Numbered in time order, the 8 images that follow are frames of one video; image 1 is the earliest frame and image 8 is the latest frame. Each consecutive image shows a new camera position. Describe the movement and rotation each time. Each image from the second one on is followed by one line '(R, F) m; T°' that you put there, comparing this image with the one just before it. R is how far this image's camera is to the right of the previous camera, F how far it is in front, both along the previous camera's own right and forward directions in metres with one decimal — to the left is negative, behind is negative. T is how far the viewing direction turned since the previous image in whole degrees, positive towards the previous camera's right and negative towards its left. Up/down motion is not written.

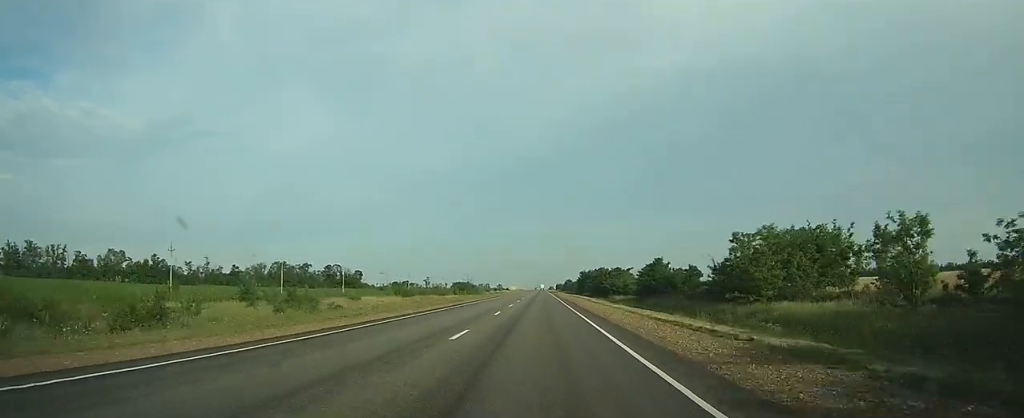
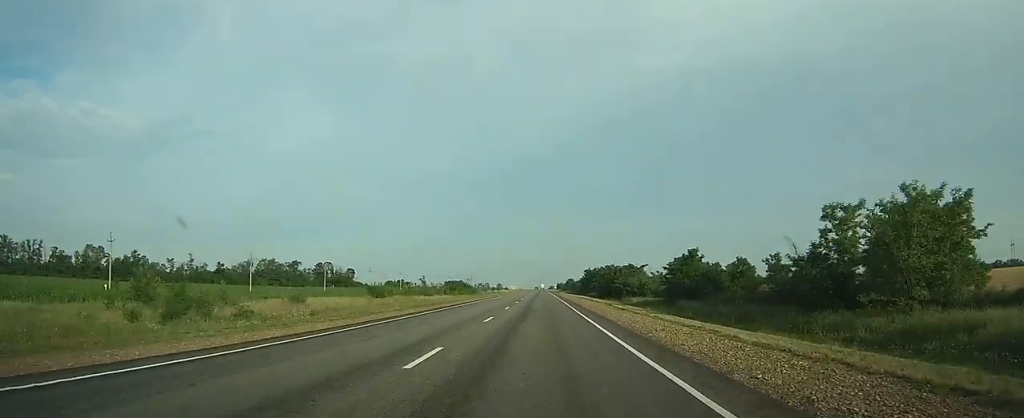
(0.0, +15.9) m; 0°
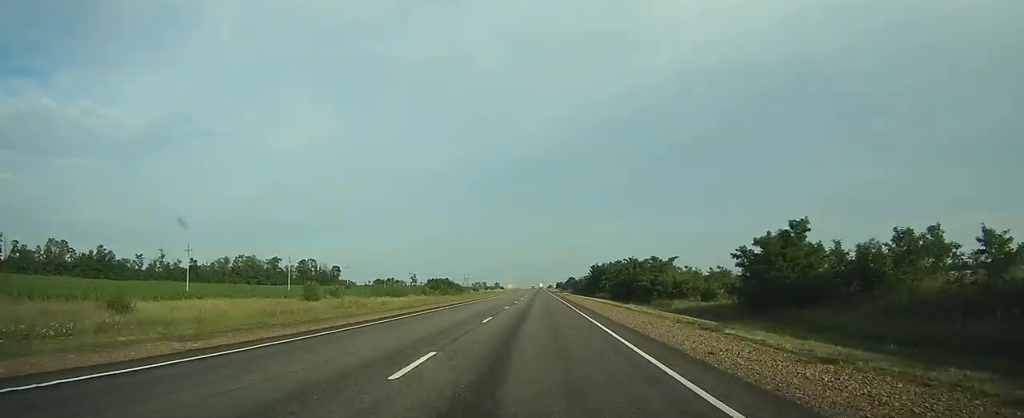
(0.0, +23.4) m; 0°
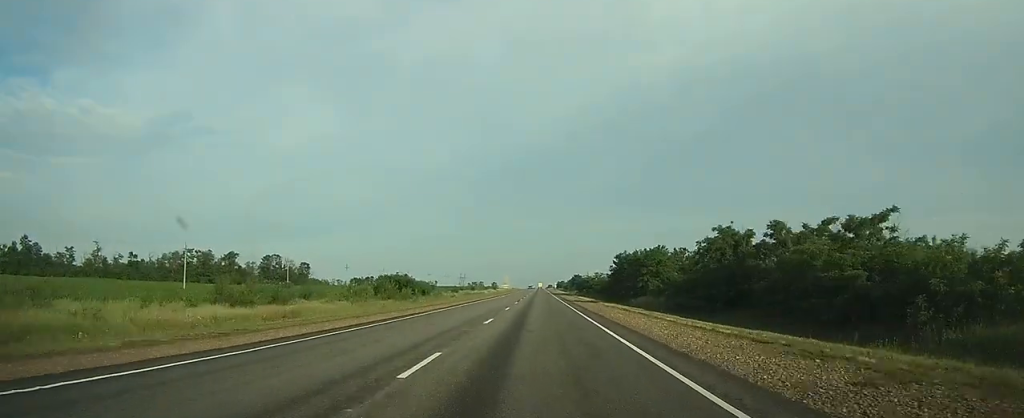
(-0.1, +48.6) m; 0°
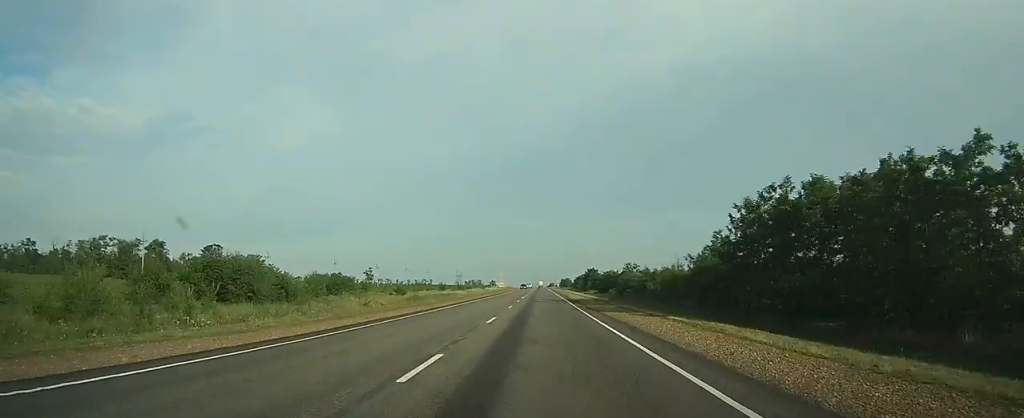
(-0.1, +72.3) m; 0°
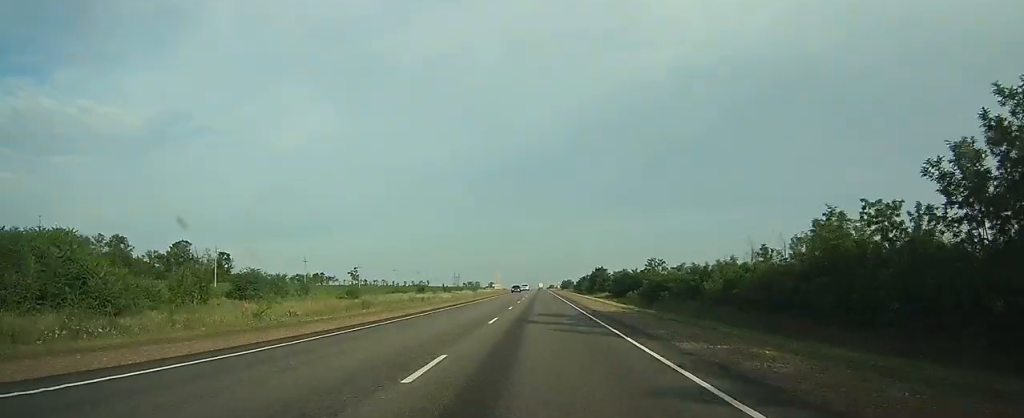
(0.0, +27.8) m; 0°
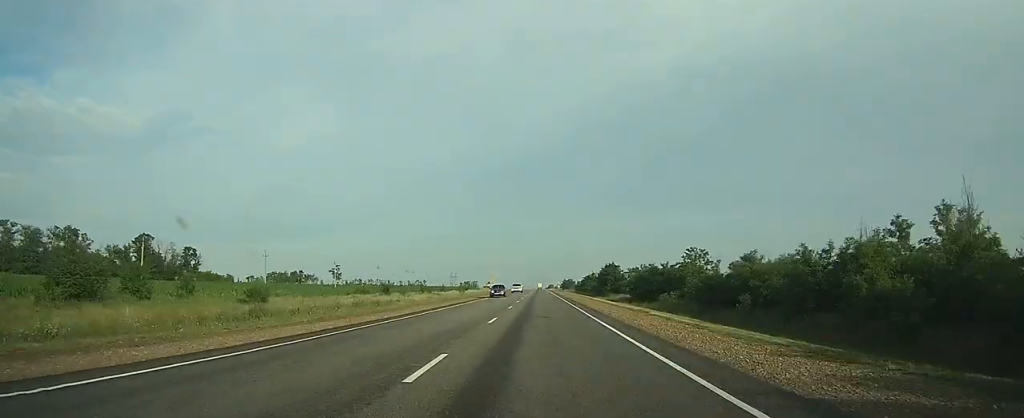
(0.0, +27.1) m; 0°
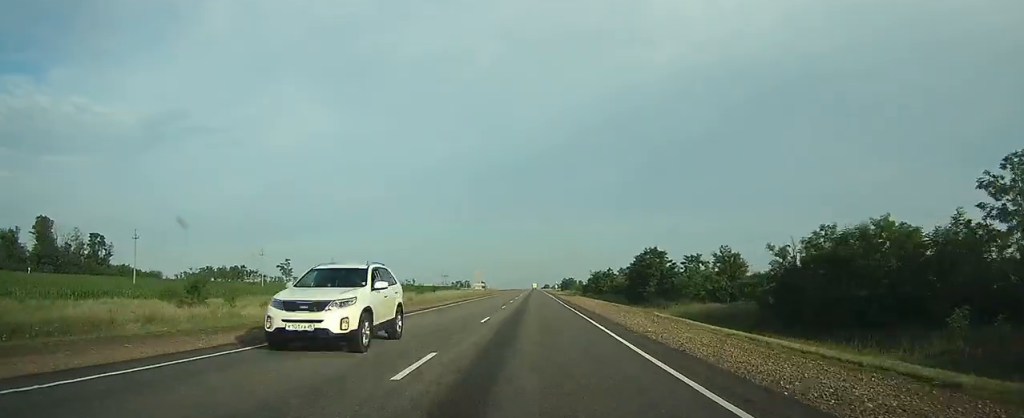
(+0.2, +51.9) m; 0°
